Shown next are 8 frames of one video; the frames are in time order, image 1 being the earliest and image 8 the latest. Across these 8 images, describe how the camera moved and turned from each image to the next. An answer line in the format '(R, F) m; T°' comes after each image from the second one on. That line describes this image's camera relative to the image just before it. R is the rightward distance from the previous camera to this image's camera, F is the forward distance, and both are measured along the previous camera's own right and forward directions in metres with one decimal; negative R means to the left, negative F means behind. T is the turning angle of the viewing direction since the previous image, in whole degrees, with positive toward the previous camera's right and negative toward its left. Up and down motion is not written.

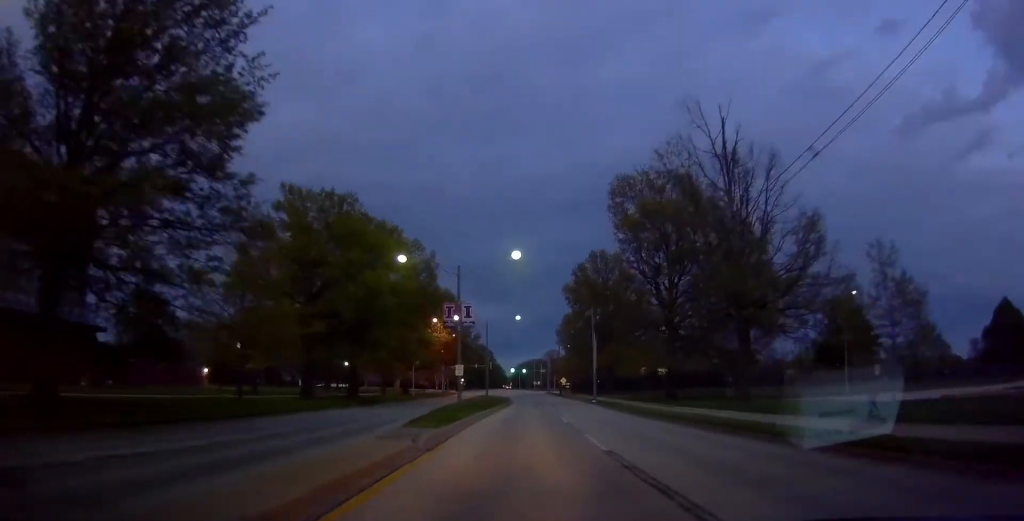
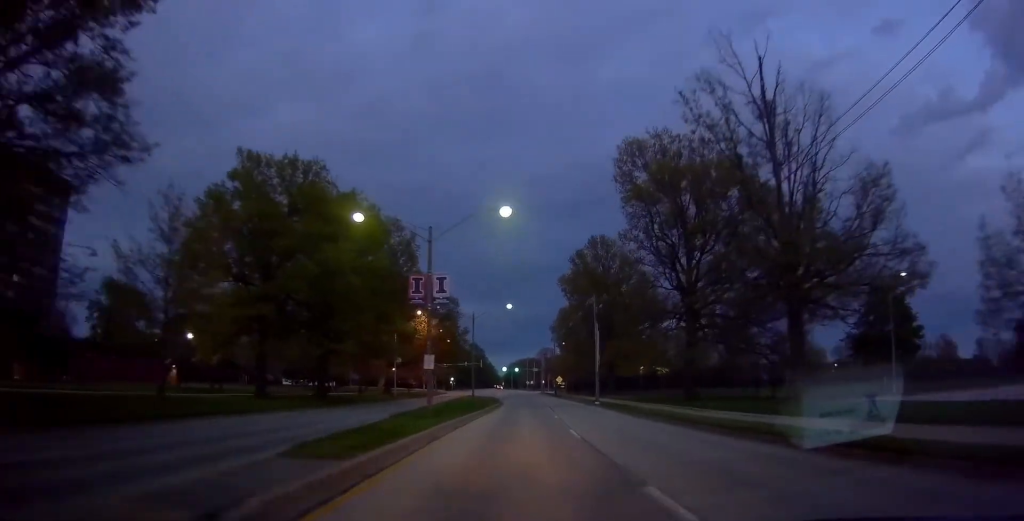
(0.0, +8.3) m; +1°
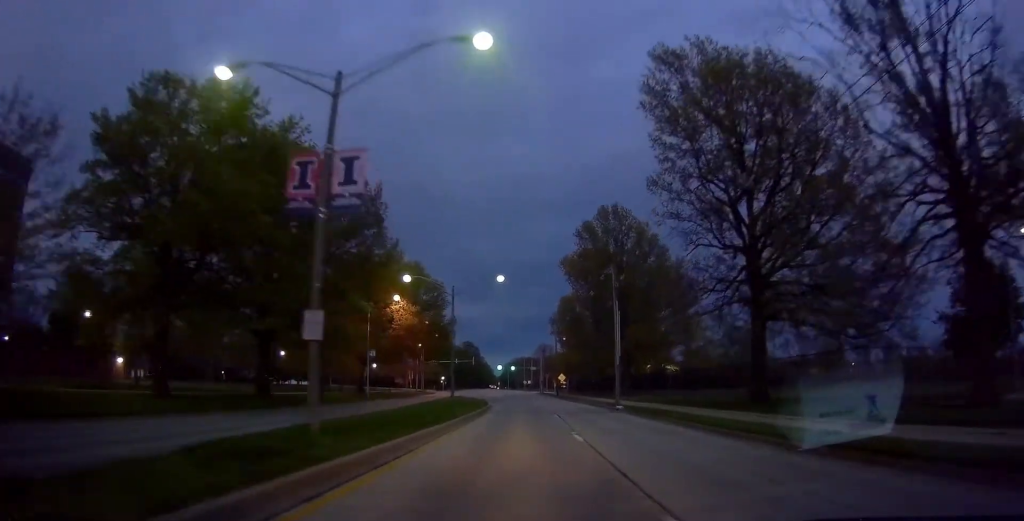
(+0.2, +13.8) m; +1°
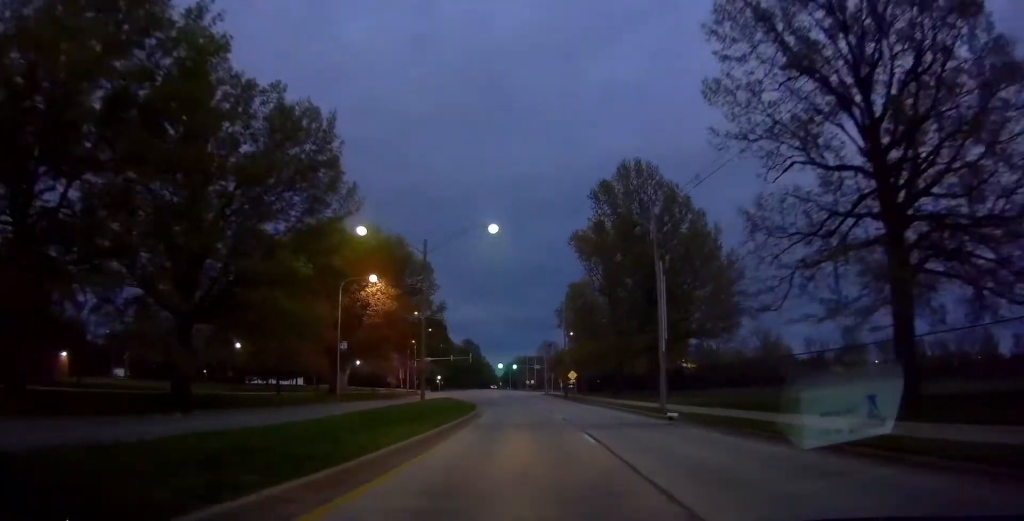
(+0.2, +13.3) m; 0°
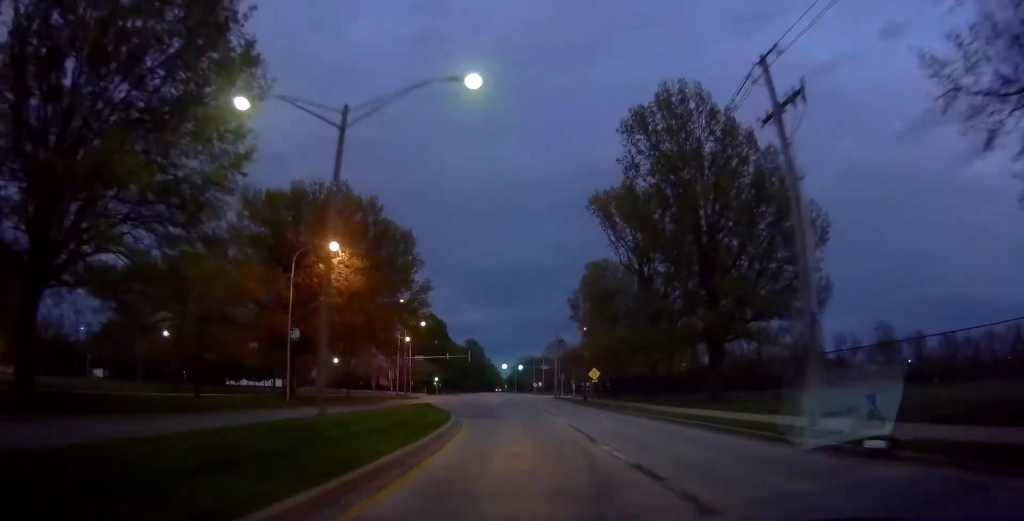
(-0.3, +14.9) m; 0°
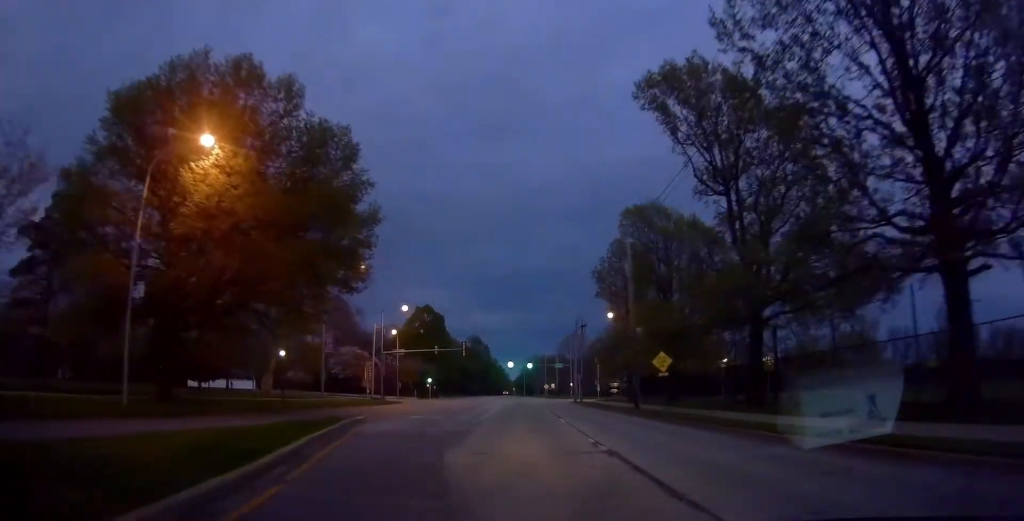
(+0.2, +23.1) m; -2°
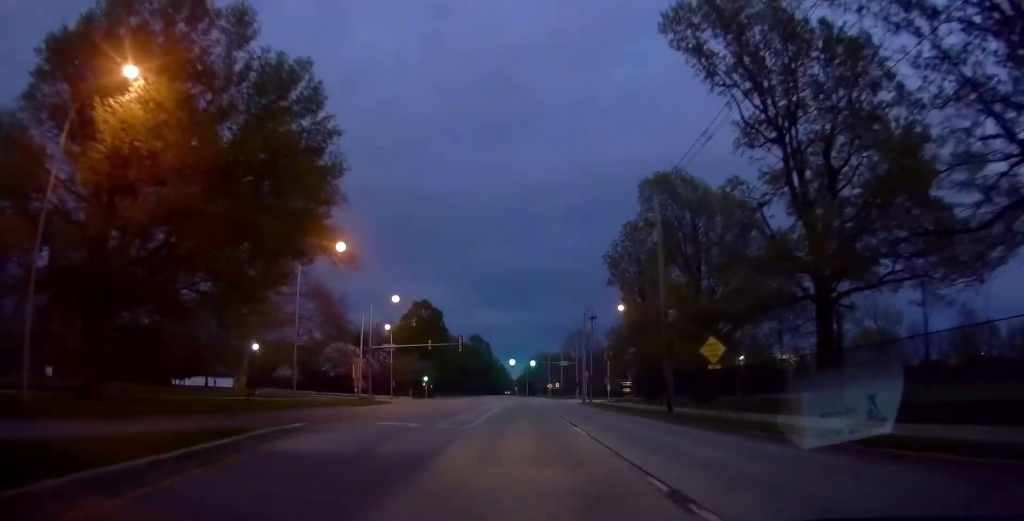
(0.0, +7.2) m; -2°
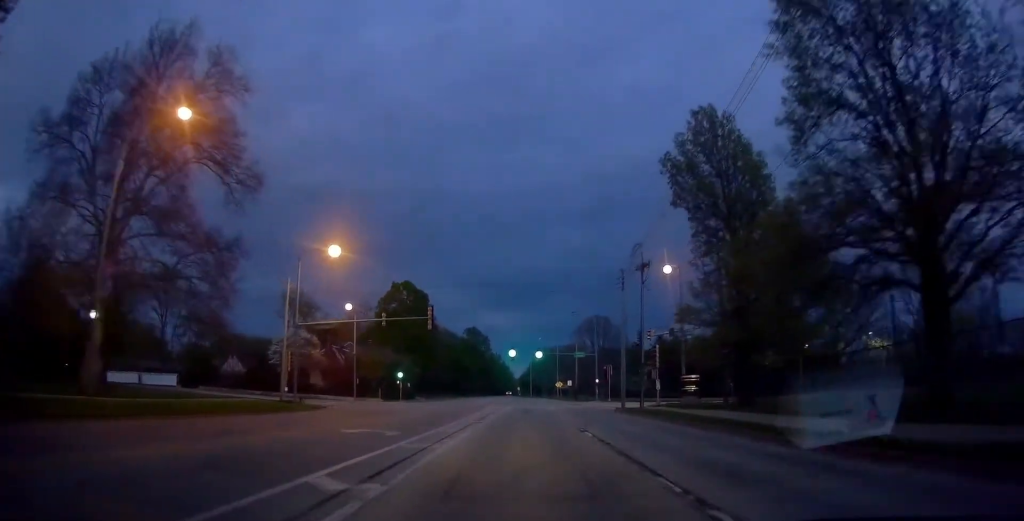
(-0.3, +25.4) m; +1°
